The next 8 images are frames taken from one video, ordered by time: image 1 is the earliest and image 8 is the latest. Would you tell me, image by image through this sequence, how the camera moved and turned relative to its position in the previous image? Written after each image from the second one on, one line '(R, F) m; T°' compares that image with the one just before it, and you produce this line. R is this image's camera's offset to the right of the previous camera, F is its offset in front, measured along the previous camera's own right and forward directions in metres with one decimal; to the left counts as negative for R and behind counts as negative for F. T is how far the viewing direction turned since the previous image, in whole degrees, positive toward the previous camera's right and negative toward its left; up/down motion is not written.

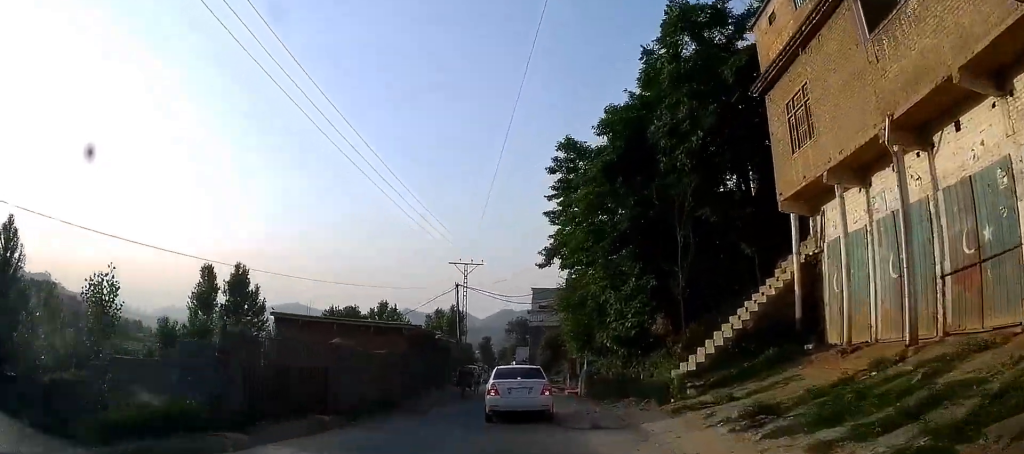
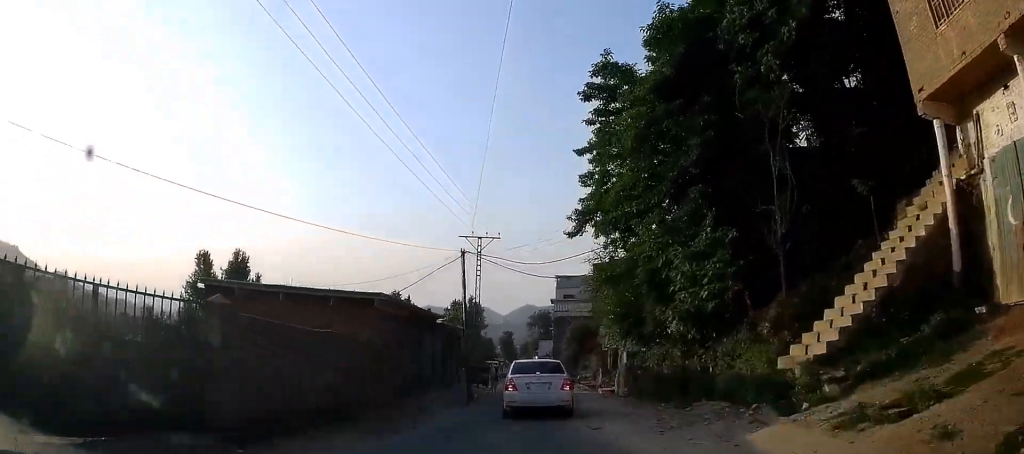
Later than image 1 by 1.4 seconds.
(-0.3, +6.4) m; -2°
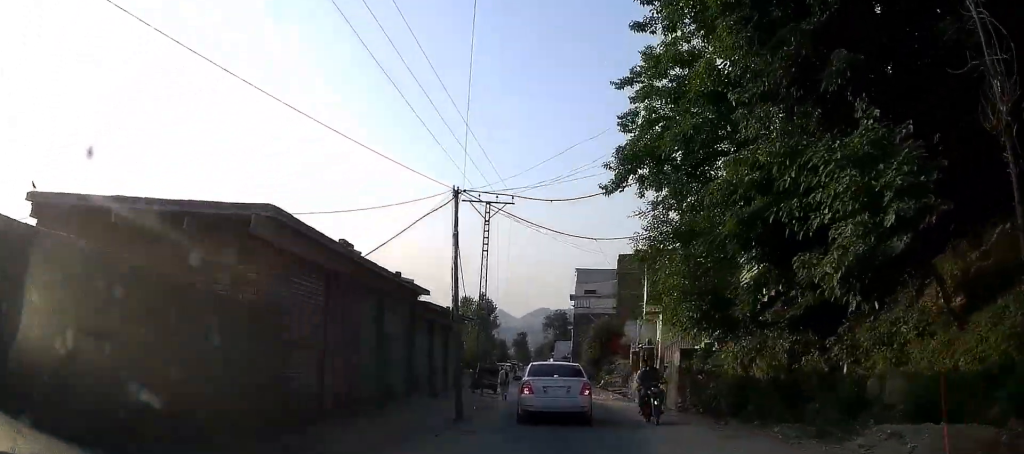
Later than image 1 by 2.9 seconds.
(+0.3, +6.9) m; 0°
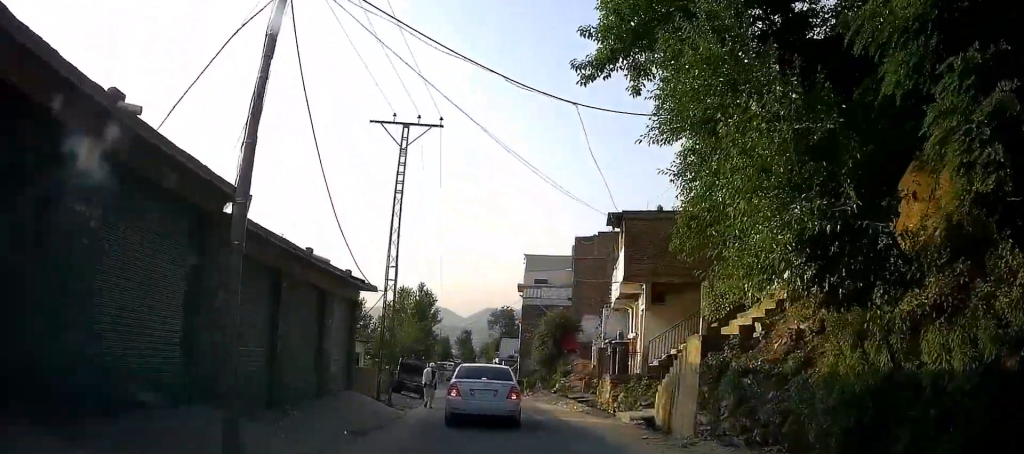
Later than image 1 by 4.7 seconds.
(-0.3, +8.2) m; 0°
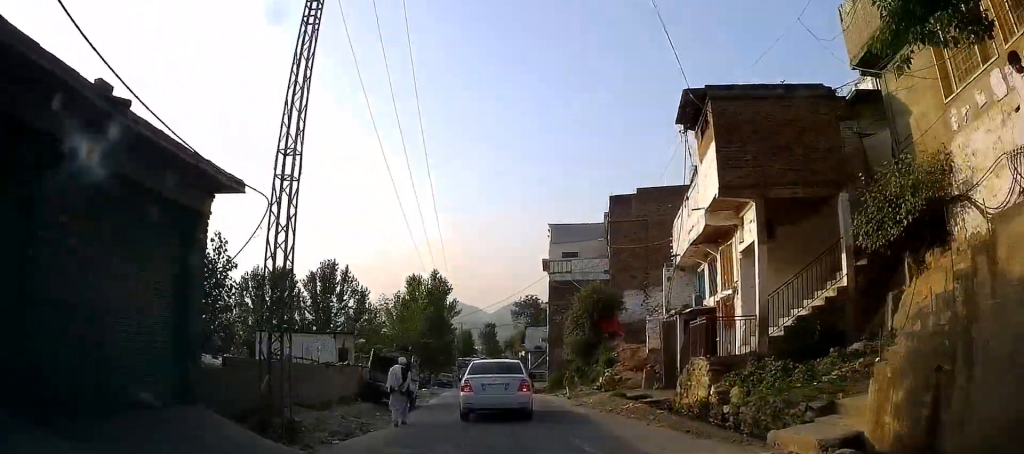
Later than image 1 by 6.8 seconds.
(+0.3, +9.4) m; +2°
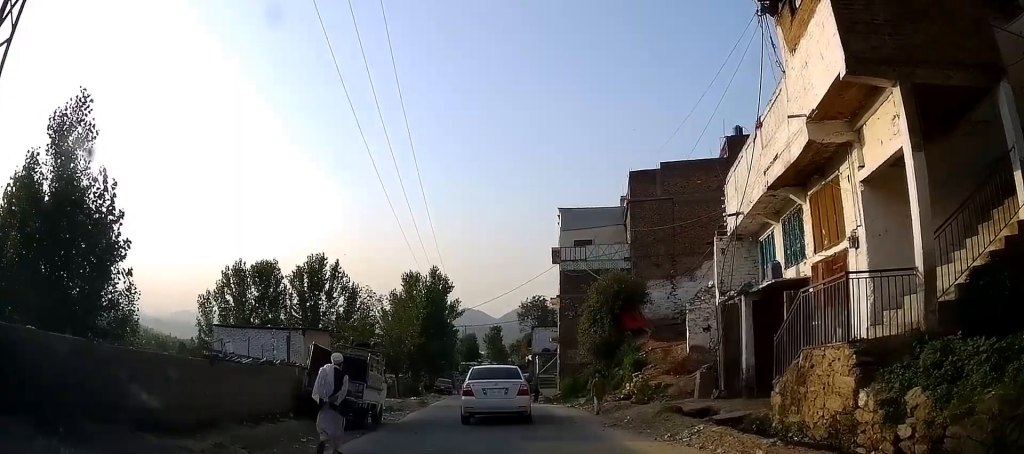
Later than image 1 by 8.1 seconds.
(0.0, +5.8) m; 0°
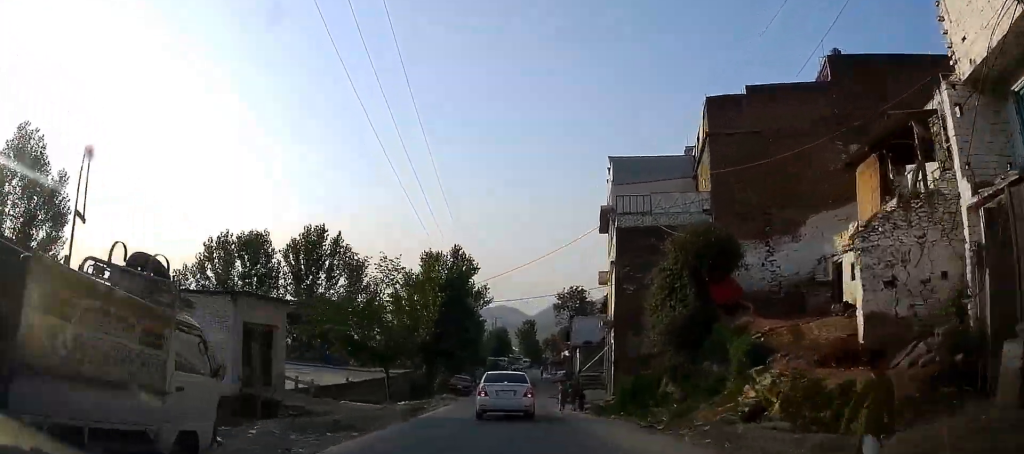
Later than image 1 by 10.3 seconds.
(0.0, +10.2) m; -2°
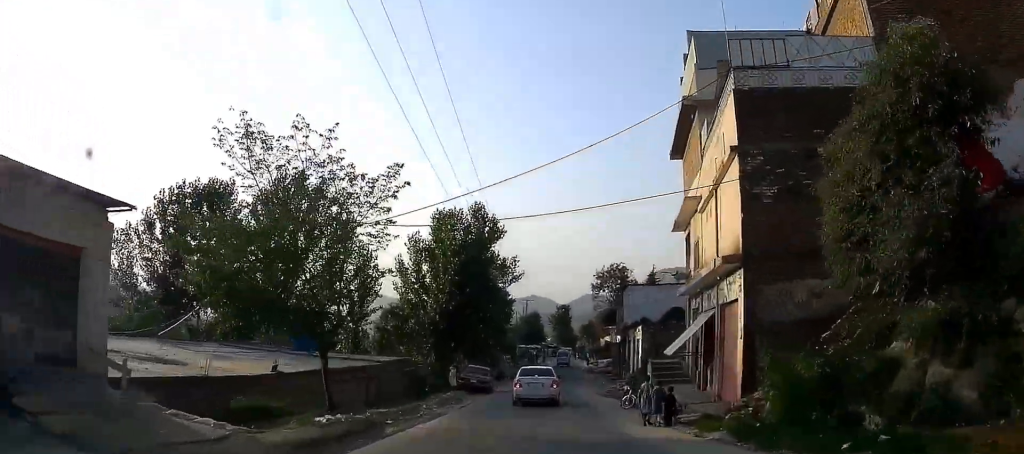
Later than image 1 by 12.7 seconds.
(-0.3, +11.9) m; -1°
